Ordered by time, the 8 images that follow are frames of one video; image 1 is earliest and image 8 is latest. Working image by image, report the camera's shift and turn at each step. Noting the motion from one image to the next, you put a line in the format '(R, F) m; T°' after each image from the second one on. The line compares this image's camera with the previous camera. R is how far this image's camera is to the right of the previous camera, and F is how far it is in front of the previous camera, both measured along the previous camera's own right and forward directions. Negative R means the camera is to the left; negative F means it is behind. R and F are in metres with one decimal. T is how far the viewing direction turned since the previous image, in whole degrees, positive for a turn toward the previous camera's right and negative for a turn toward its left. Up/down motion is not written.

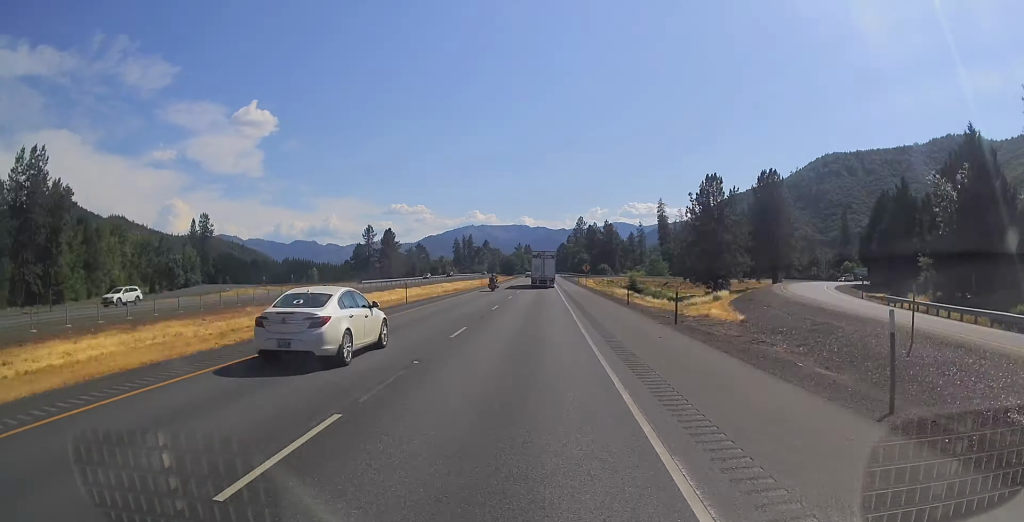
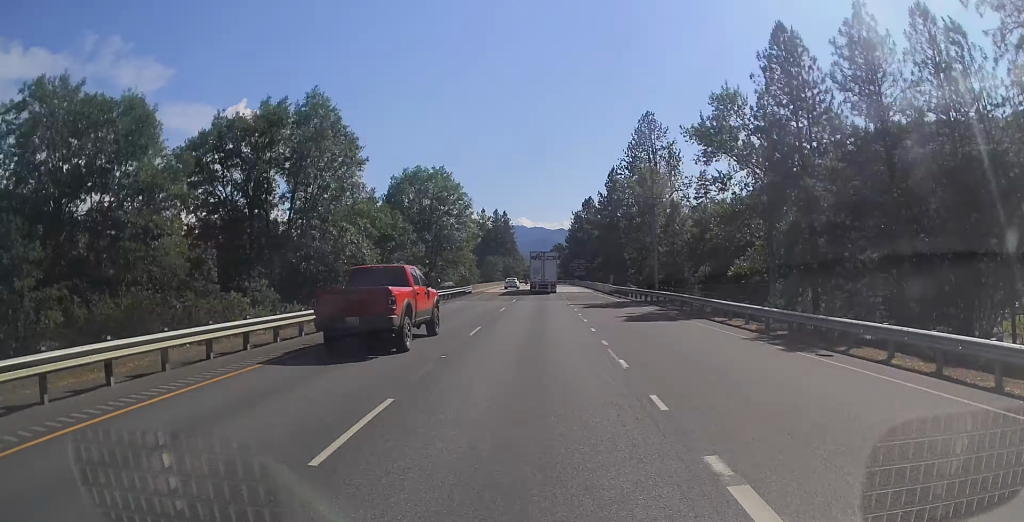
(-1.4, +318.3) m; 0°
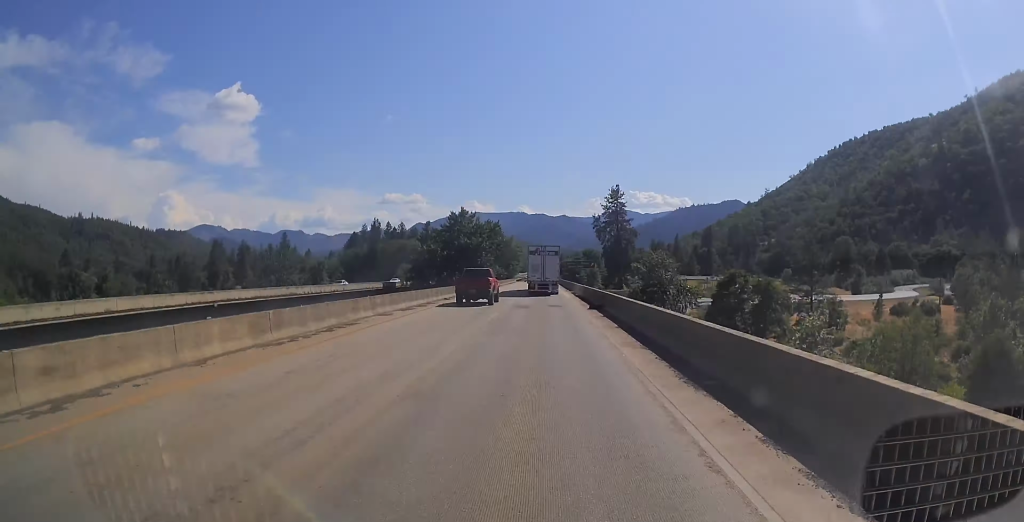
(-0.5, +320.5) m; 0°
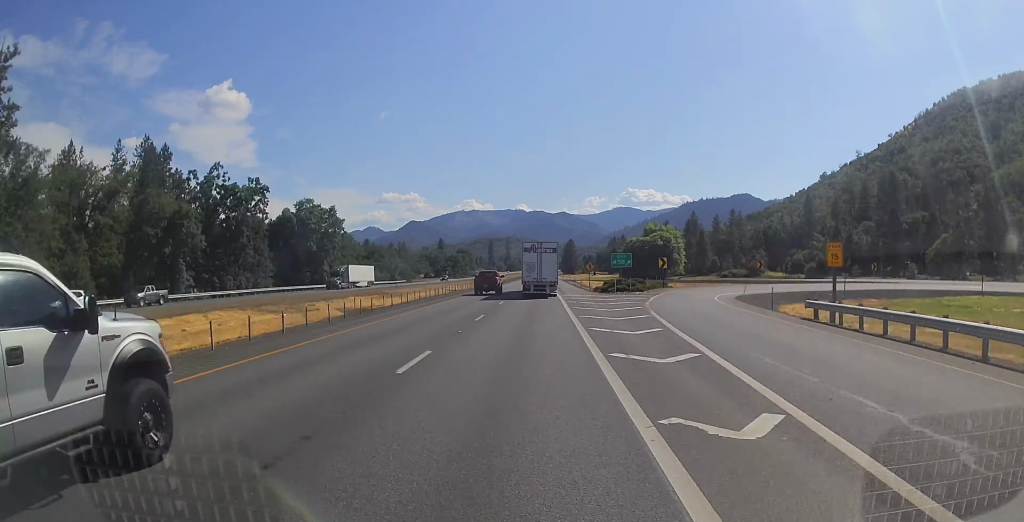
(+1.6, +275.1) m; 0°
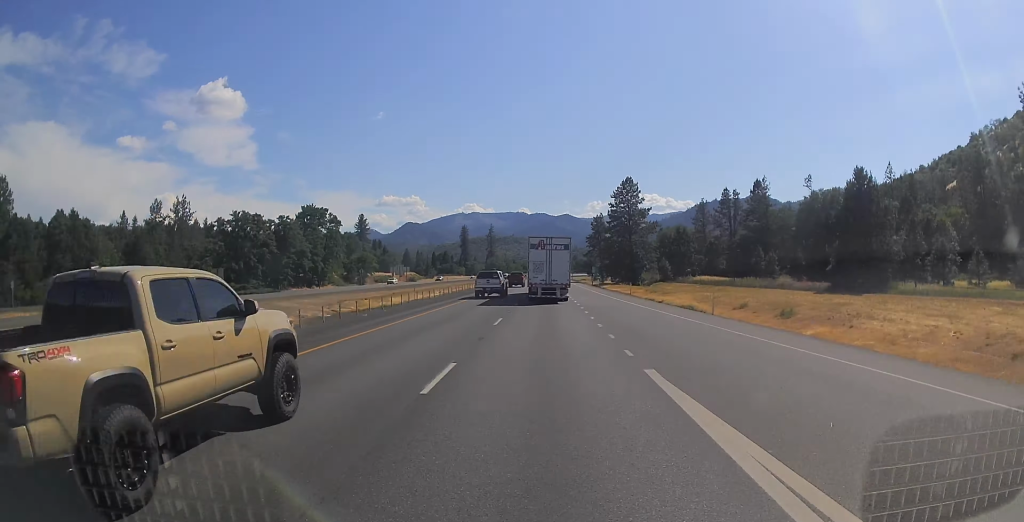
(-1.7, +291.7) m; +3°
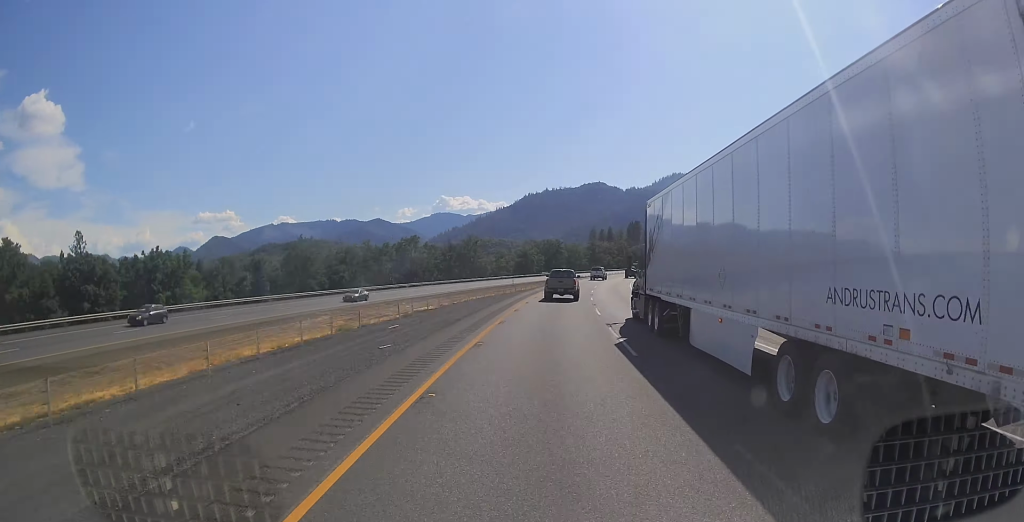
(+45.3, +456.2) m; +28°
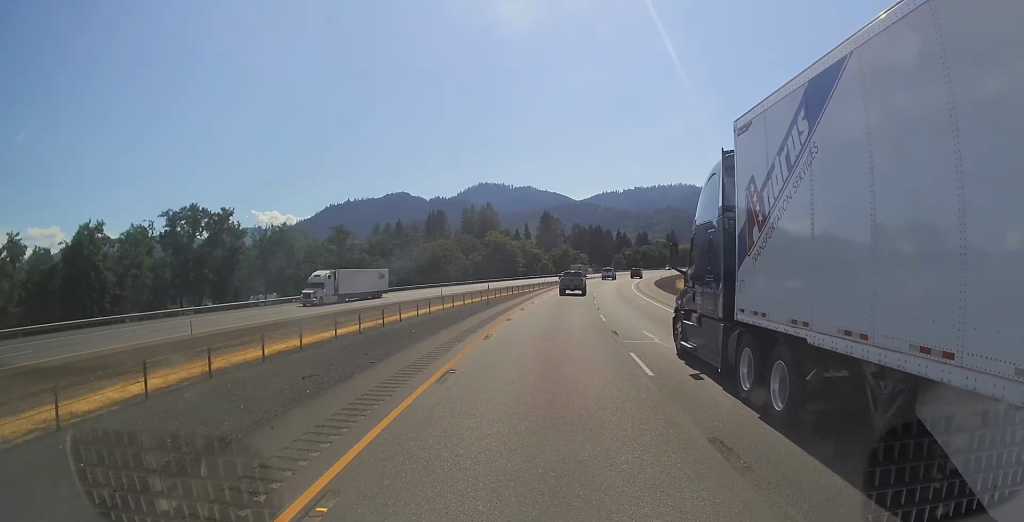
(+51.6, +156.8) m; +14°
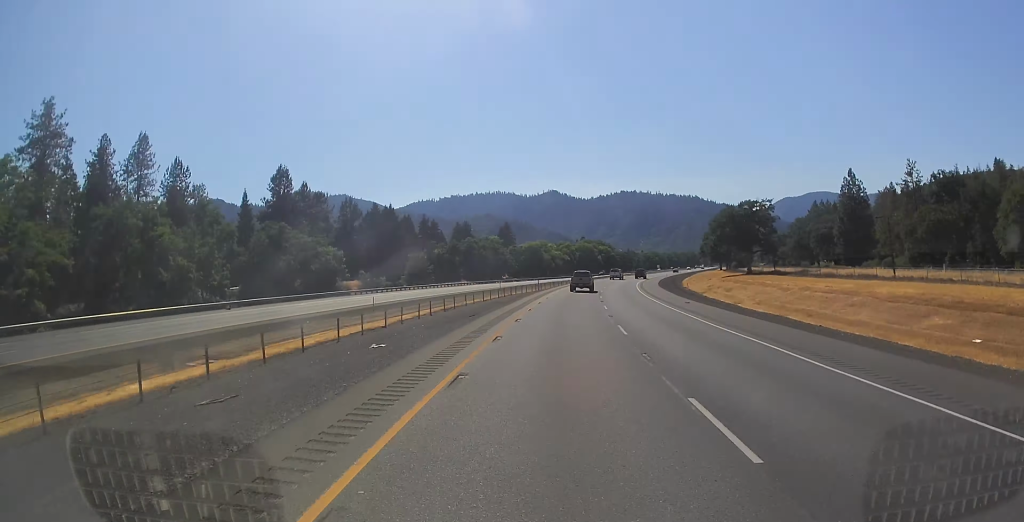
(+11.5, +152.1) m; +13°
